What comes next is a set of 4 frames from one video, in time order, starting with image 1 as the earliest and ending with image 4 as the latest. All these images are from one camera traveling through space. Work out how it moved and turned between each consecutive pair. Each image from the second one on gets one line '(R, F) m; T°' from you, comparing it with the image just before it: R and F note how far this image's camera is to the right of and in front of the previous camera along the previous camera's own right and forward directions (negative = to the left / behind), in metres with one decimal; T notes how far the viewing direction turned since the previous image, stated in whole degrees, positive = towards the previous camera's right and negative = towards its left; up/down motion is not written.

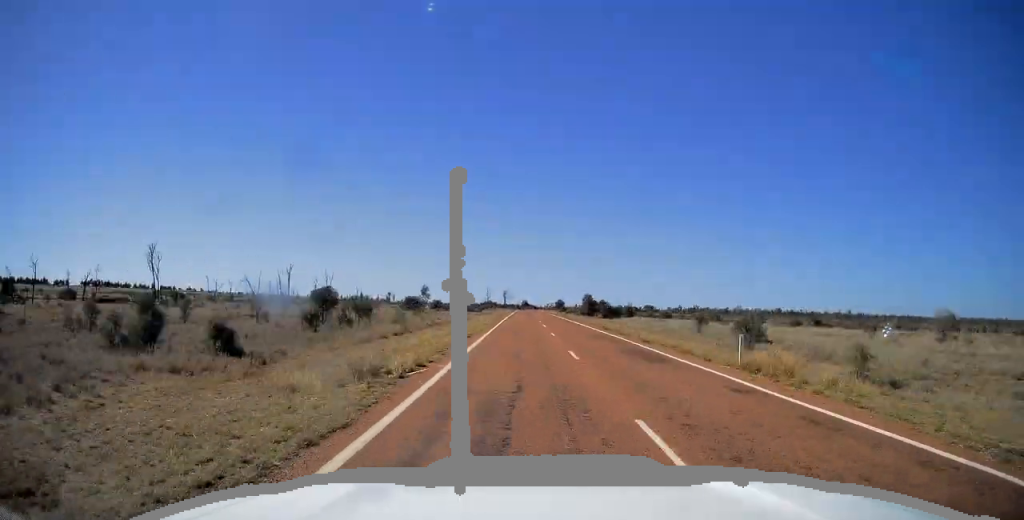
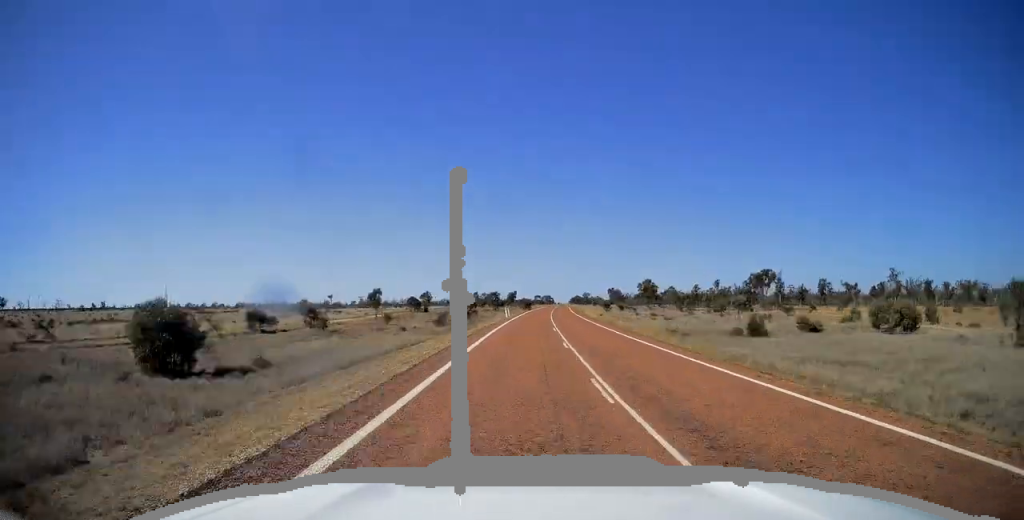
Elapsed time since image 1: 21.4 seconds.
(+81.7, +649.8) m; +16°
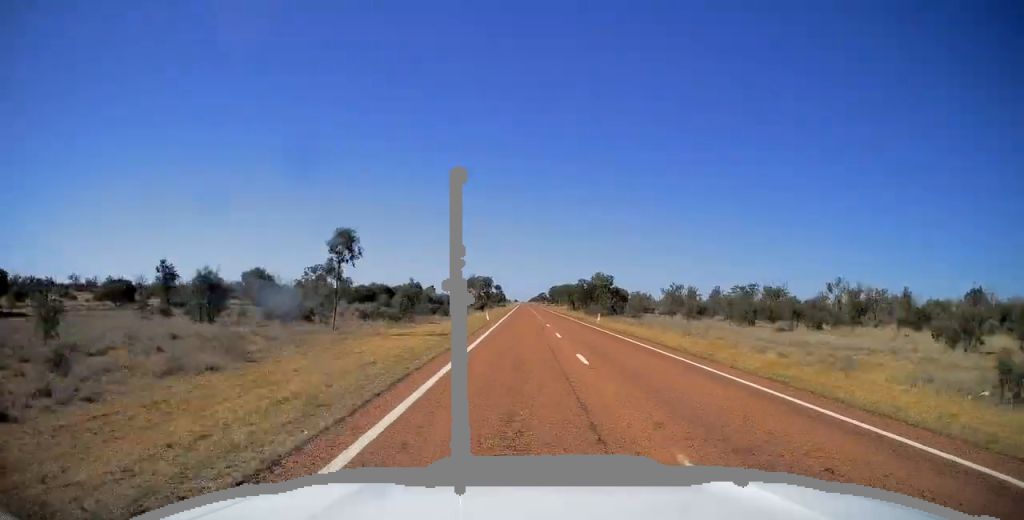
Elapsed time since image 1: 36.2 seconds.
(+22.0, +451.3) m; +3°
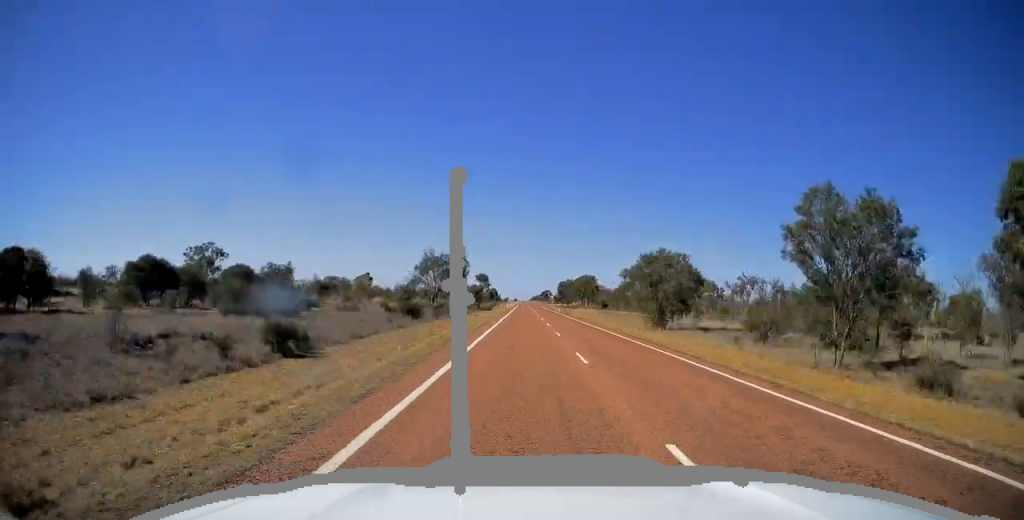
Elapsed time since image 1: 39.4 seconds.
(+0.1, +98.3) m; 0°
